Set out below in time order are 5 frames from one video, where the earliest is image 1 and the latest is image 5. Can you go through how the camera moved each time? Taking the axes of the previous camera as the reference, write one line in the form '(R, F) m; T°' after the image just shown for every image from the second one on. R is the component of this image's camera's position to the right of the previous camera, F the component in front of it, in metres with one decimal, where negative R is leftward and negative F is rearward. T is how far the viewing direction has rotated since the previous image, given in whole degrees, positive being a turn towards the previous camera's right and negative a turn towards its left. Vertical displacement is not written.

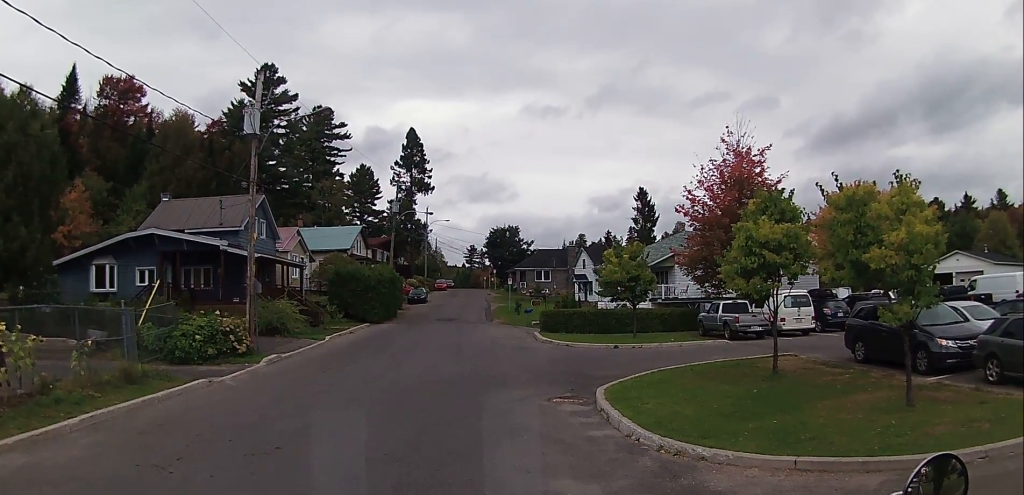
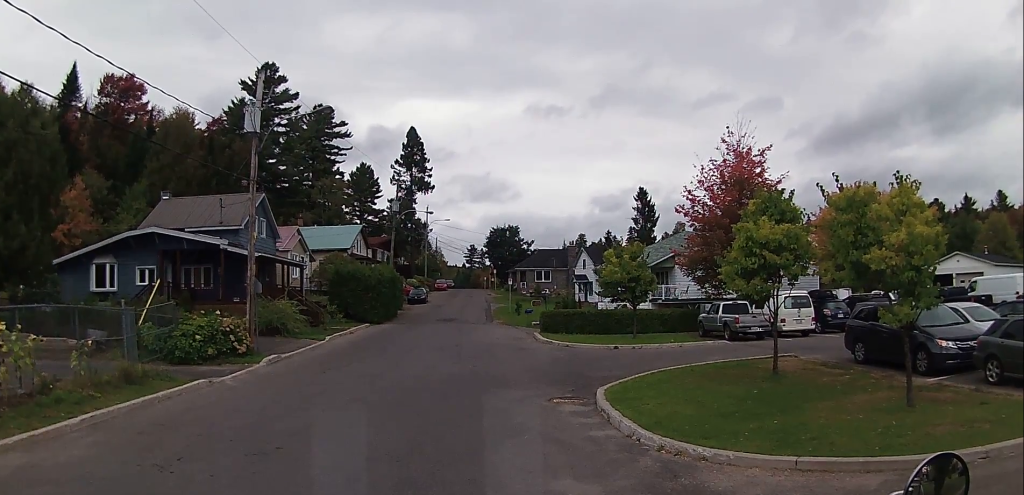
(0.0, 0.0) m; 0°
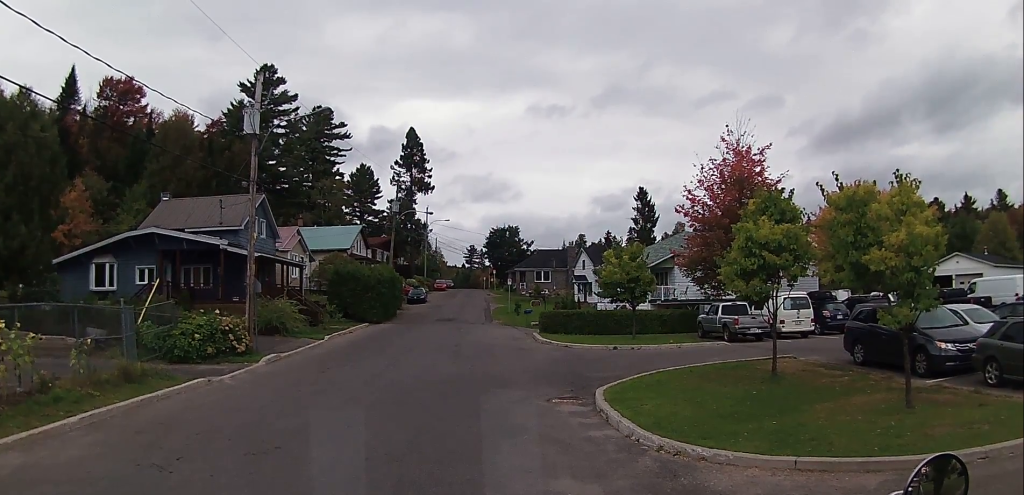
(0.0, 0.0) m; 0°
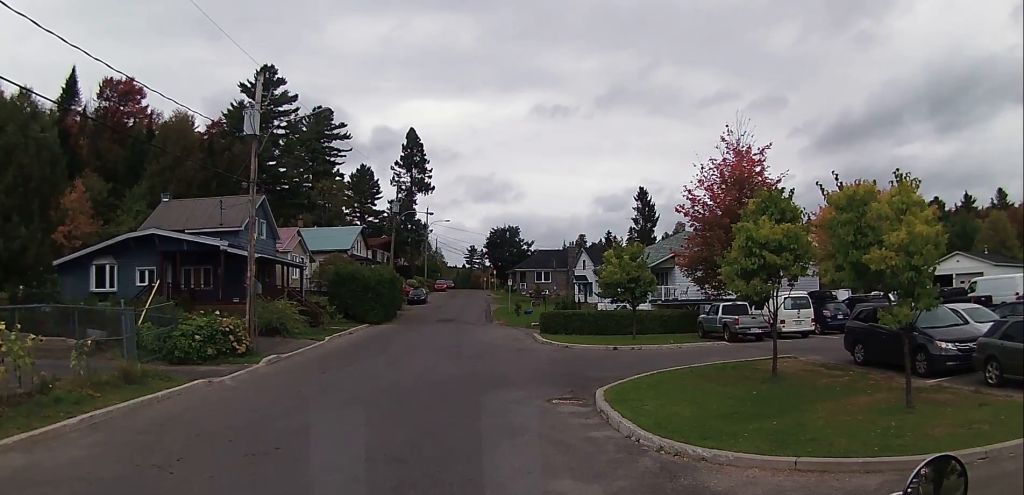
(0.0, 0.0) m; 0°
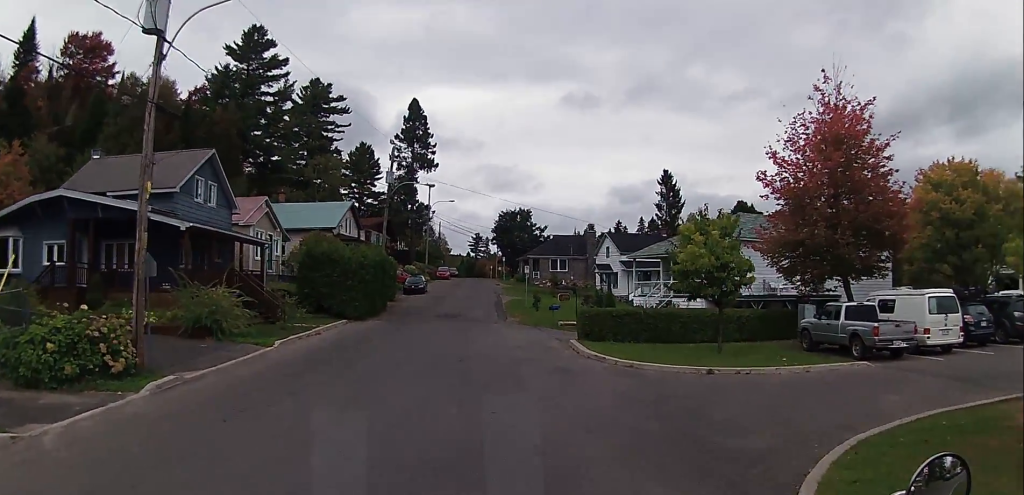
(-1.2, +6.5) m; -3°
